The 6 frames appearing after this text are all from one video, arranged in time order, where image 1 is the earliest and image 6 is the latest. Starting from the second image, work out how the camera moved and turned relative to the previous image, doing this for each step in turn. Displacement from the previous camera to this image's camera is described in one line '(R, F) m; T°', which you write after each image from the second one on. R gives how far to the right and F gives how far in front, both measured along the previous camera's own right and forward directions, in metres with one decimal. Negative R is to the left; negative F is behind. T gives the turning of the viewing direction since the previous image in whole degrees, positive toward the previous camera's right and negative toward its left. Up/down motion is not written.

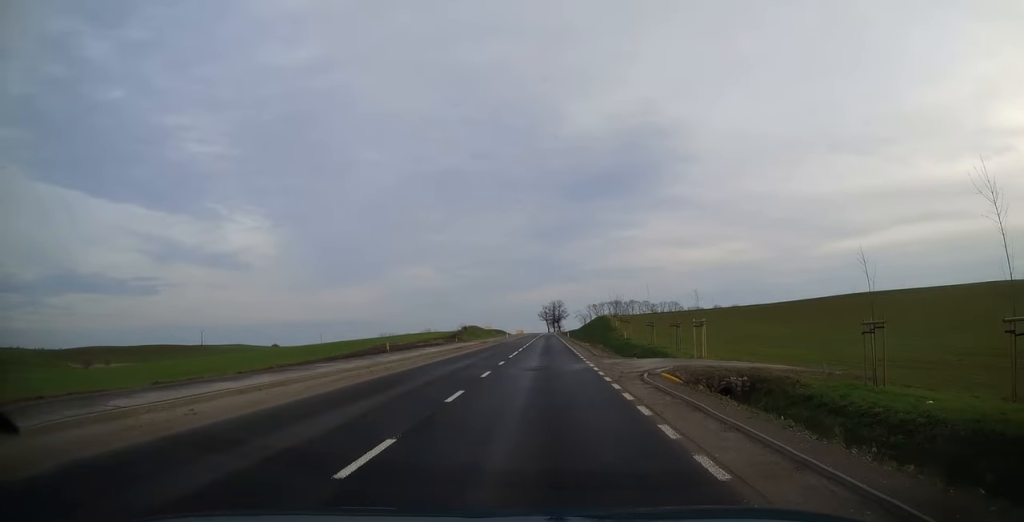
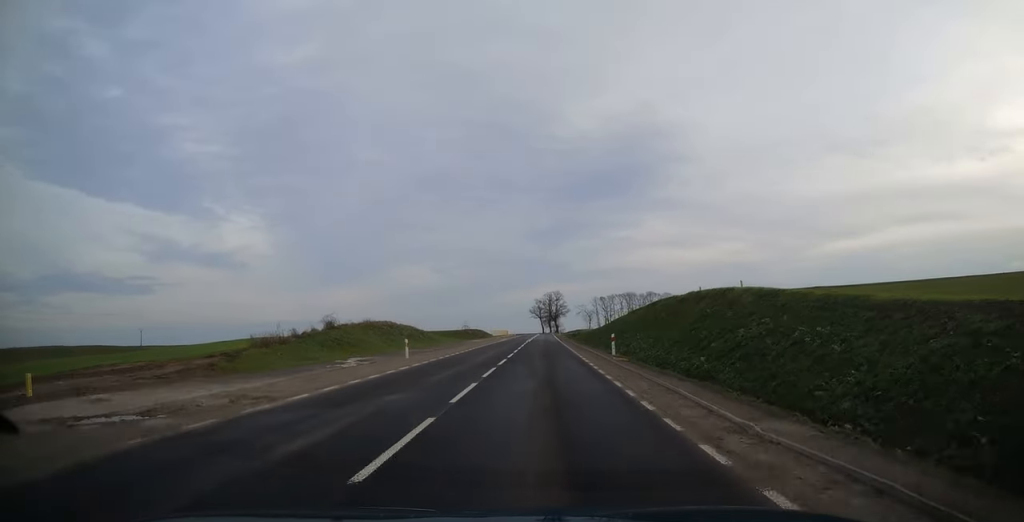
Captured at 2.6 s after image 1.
(0.0, +68.4) m; 0°
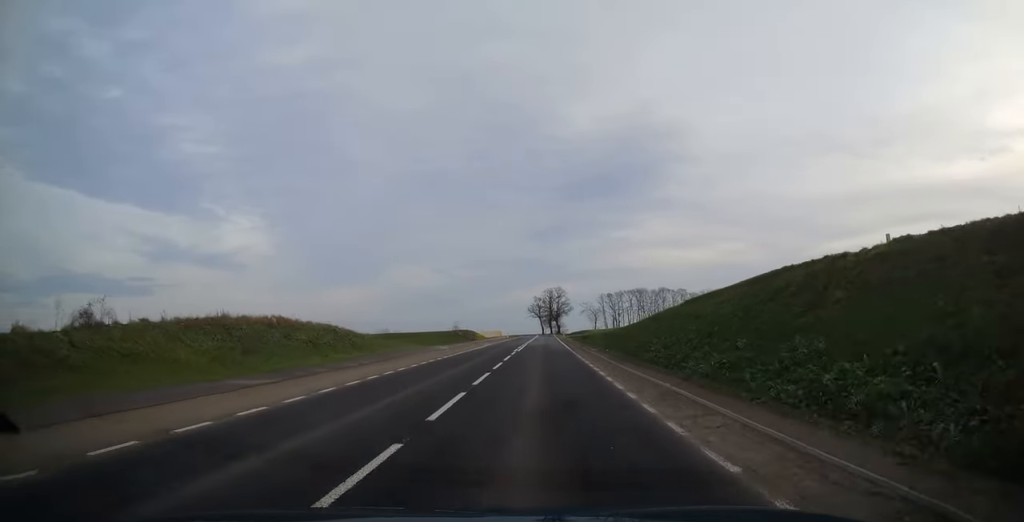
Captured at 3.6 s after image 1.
(-0.1, +25.9) m; -1°
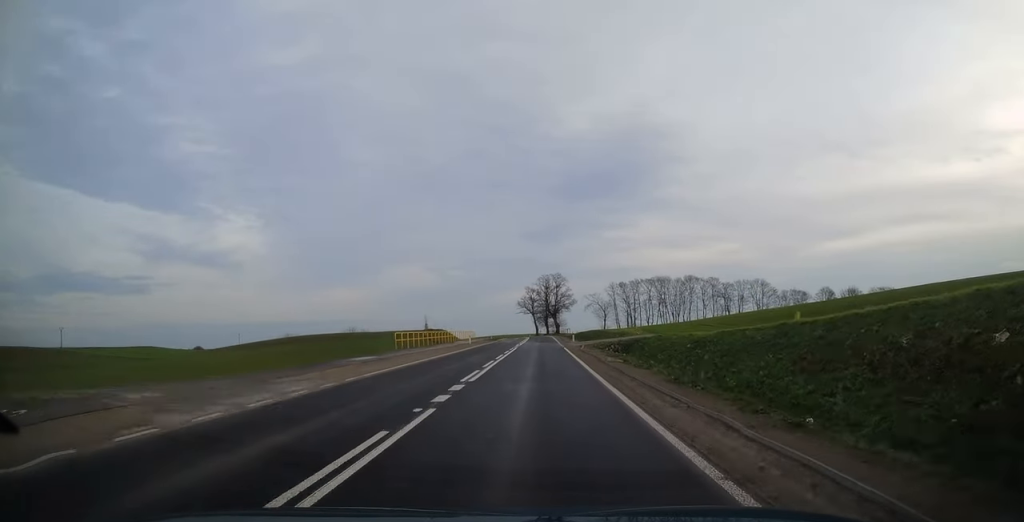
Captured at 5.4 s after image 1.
(+0.1, +46.5) m; +1°
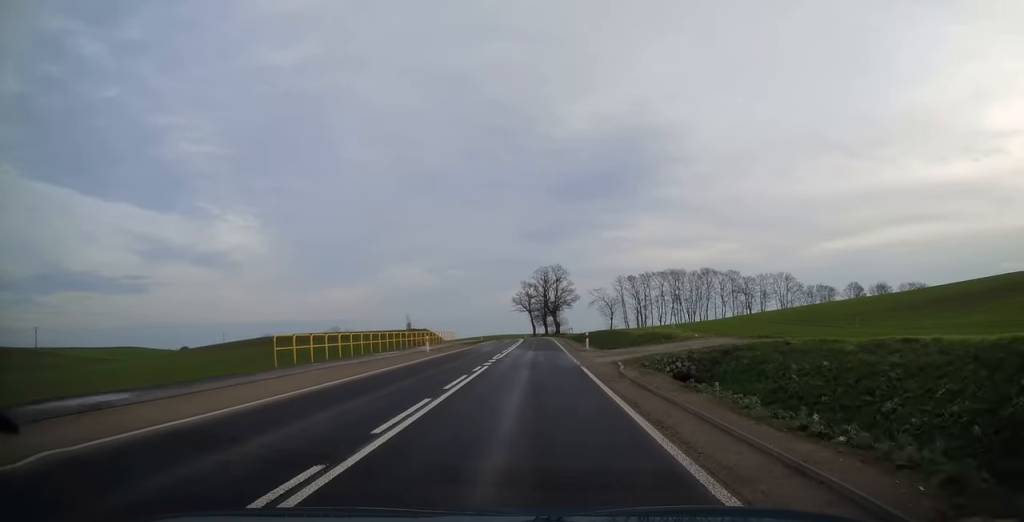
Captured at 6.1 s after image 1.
(0.0, +19.7) m; +1°
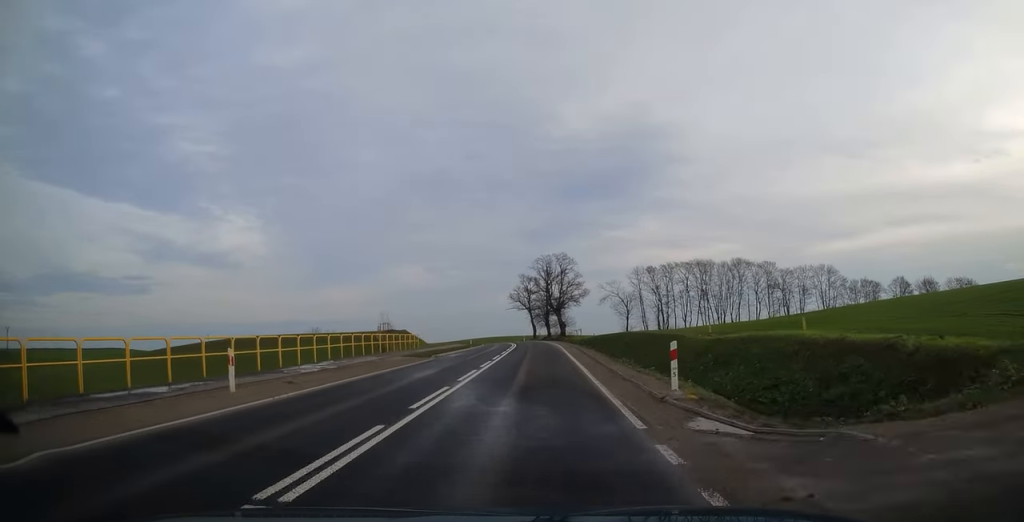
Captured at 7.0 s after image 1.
(+0.3, +23.7) m; 0°
